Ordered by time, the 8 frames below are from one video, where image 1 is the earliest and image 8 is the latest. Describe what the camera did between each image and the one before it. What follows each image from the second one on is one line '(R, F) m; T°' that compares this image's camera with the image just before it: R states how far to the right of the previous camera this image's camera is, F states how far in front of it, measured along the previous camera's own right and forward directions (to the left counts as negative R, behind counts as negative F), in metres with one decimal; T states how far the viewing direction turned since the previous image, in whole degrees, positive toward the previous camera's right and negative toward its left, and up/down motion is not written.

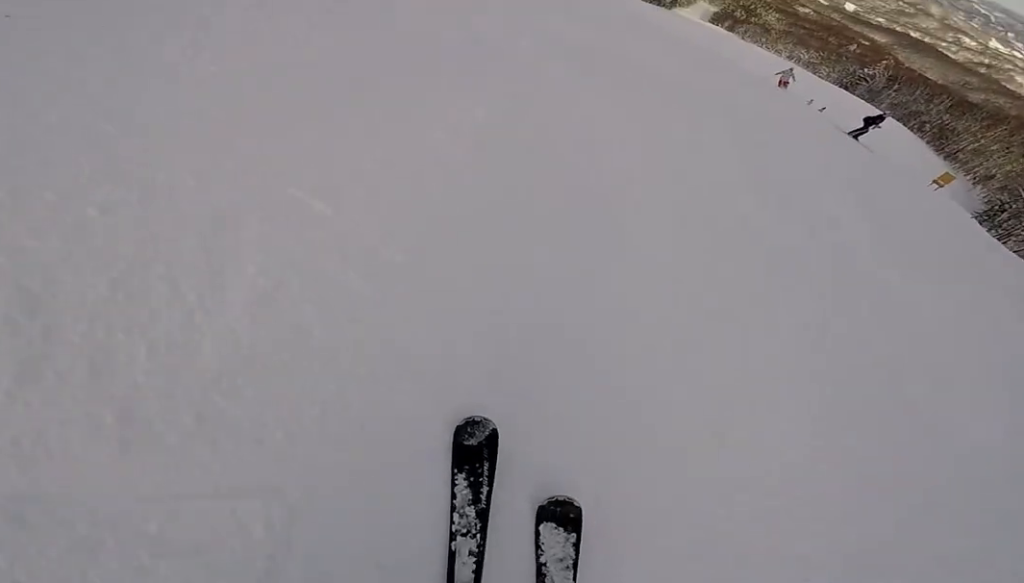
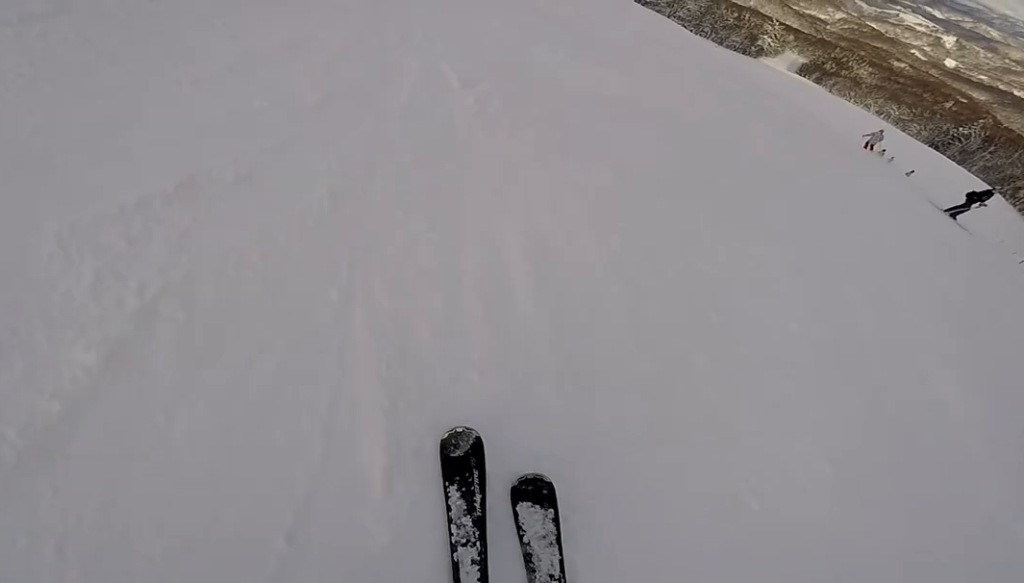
(-0.4, +2.2) m; -7°
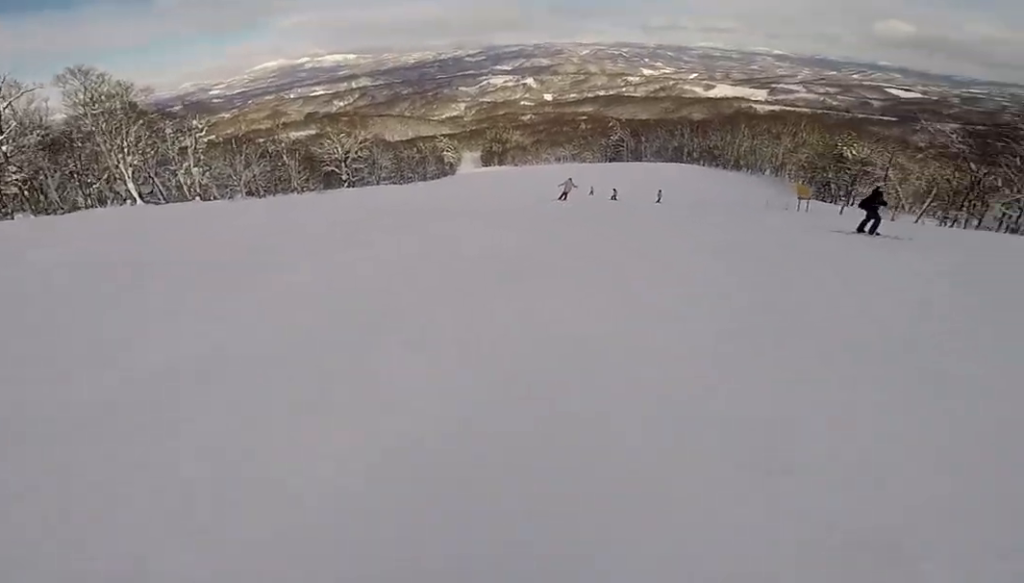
(-0.8, +7.4) m; +8°
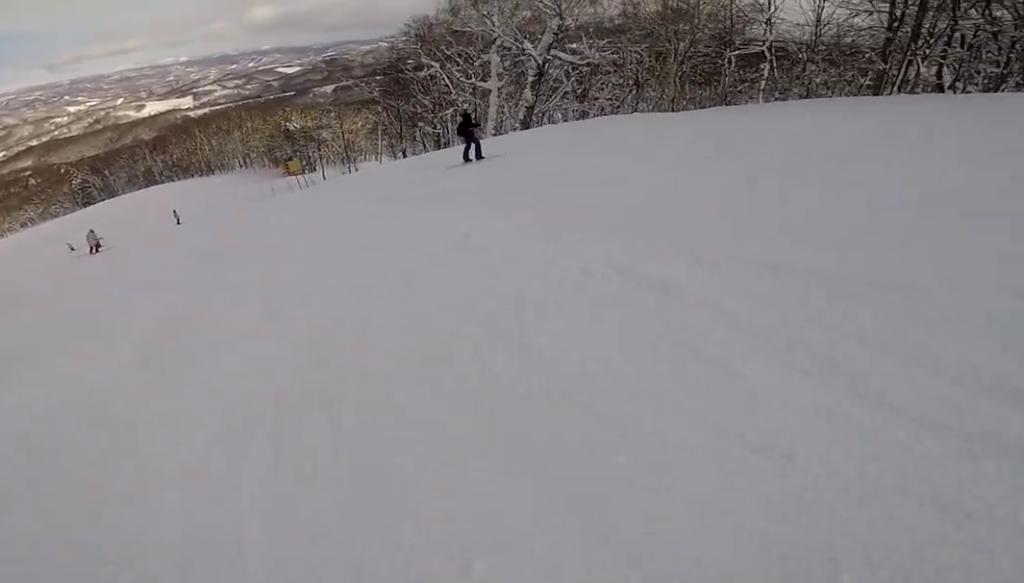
(+1.5, +4.4) m; +31°
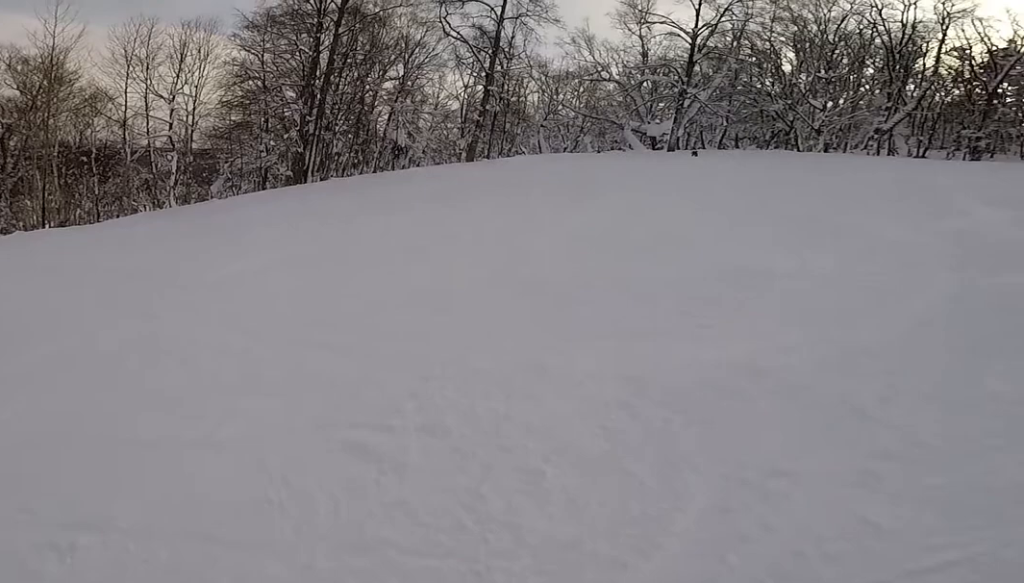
(+2.8, +5.8) m; +65°
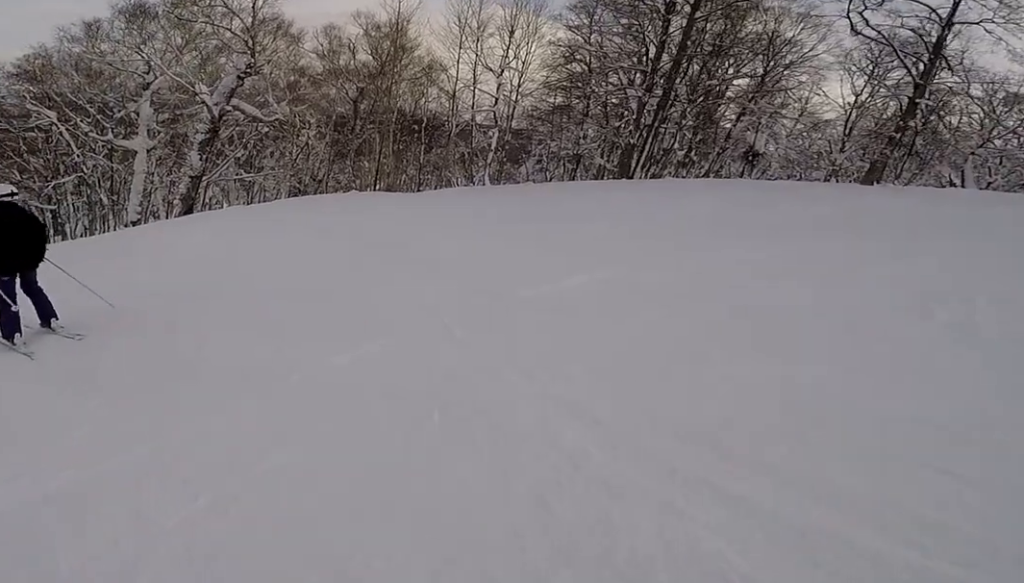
(+0.3, +1.3) m; 0°
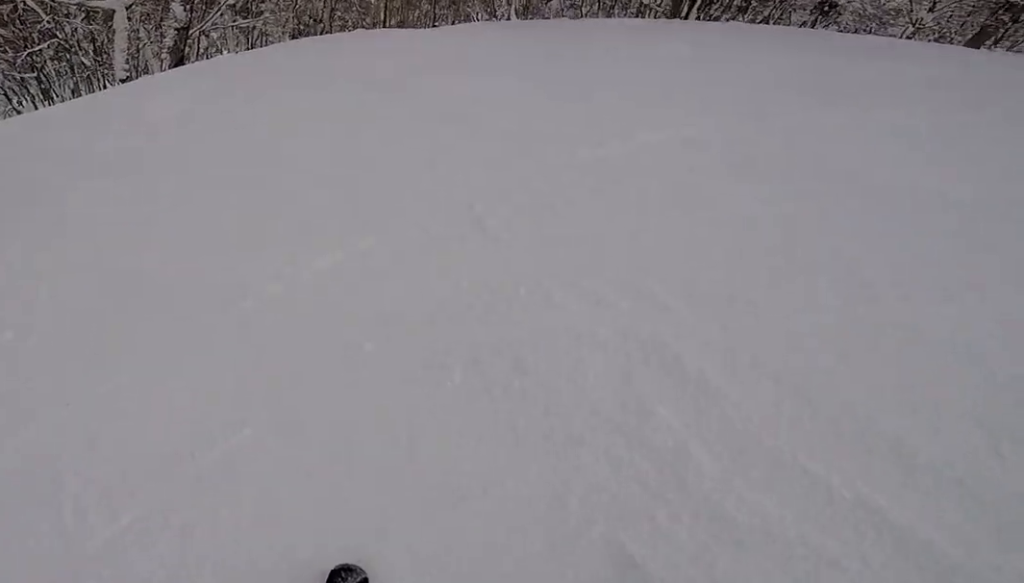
(-0.1, +1.1) m; -29°
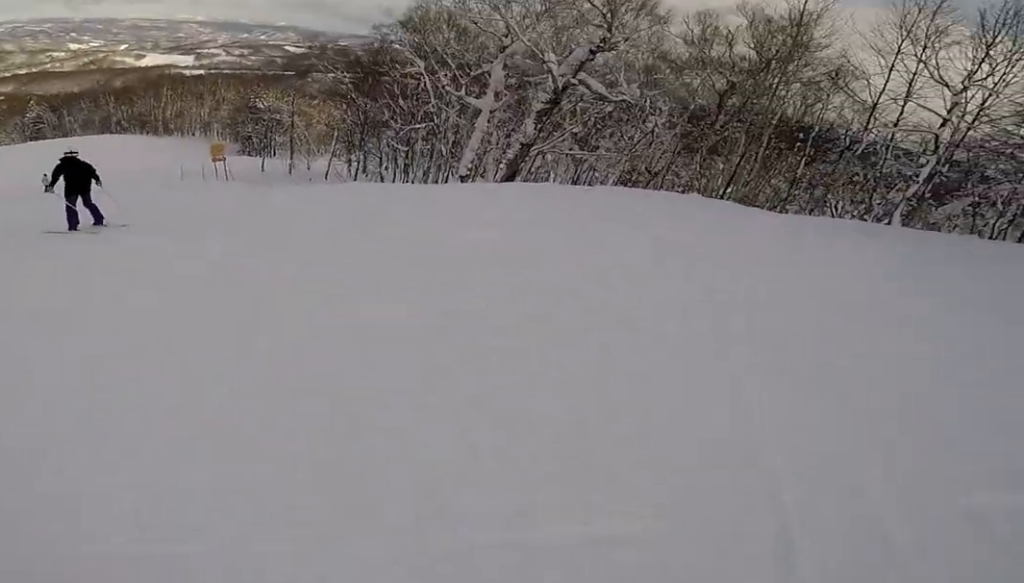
(-0.7, +1.8) m; -29°
